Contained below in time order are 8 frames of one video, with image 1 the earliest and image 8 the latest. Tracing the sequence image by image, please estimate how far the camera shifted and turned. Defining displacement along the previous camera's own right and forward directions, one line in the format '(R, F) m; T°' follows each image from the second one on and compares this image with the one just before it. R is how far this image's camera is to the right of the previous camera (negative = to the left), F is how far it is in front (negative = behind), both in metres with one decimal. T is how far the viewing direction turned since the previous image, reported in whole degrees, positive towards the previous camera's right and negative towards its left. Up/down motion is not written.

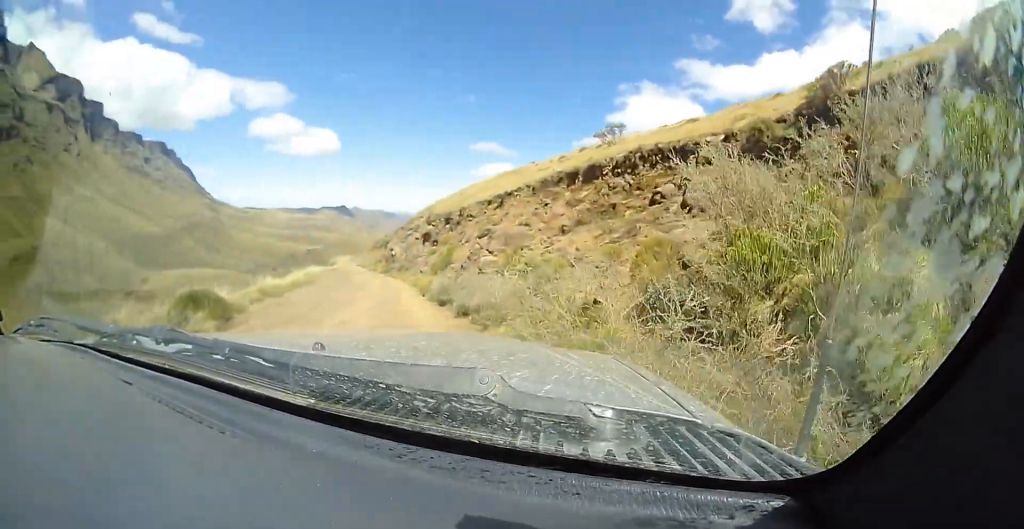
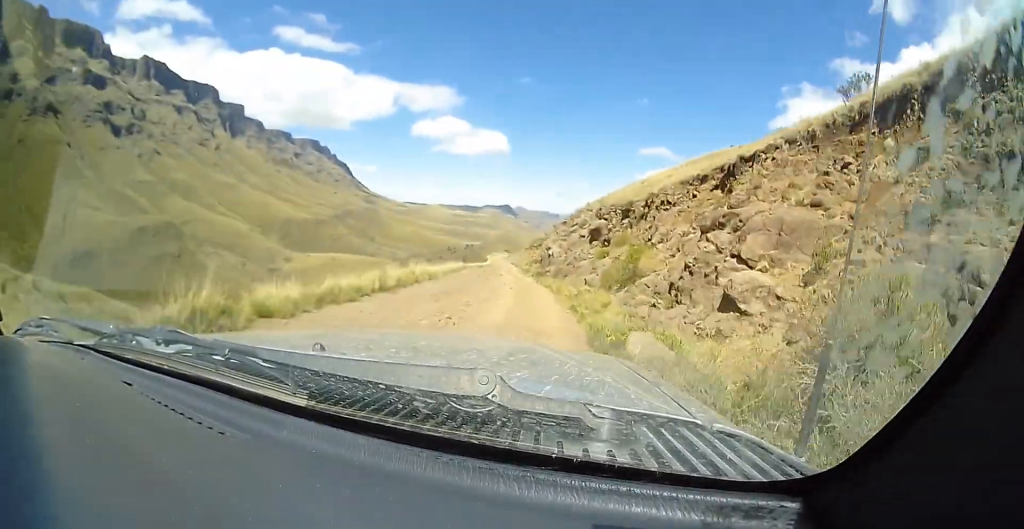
(-1.8, +7.7) m; -13°
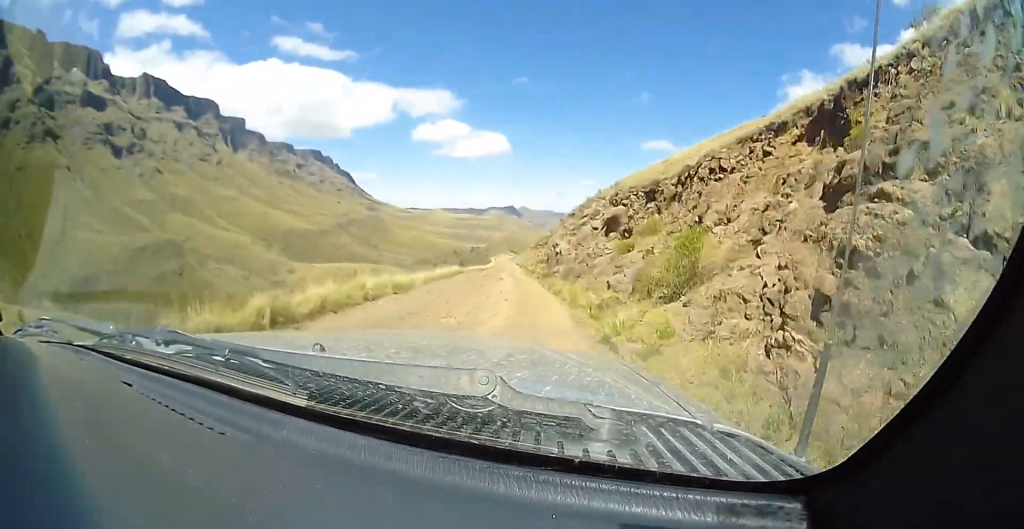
(+0.1, +4.8) m; -2°
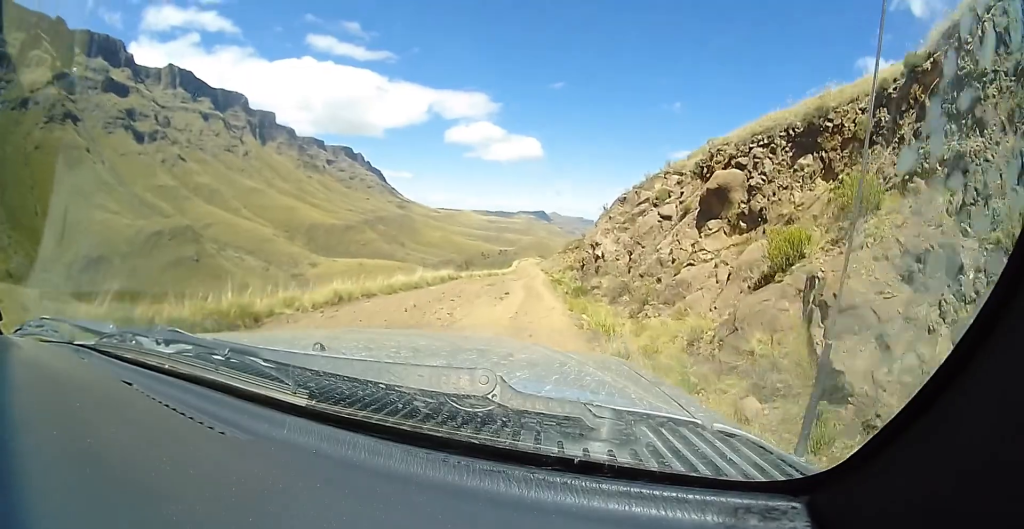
(-0.5, +10.6) m; -4°
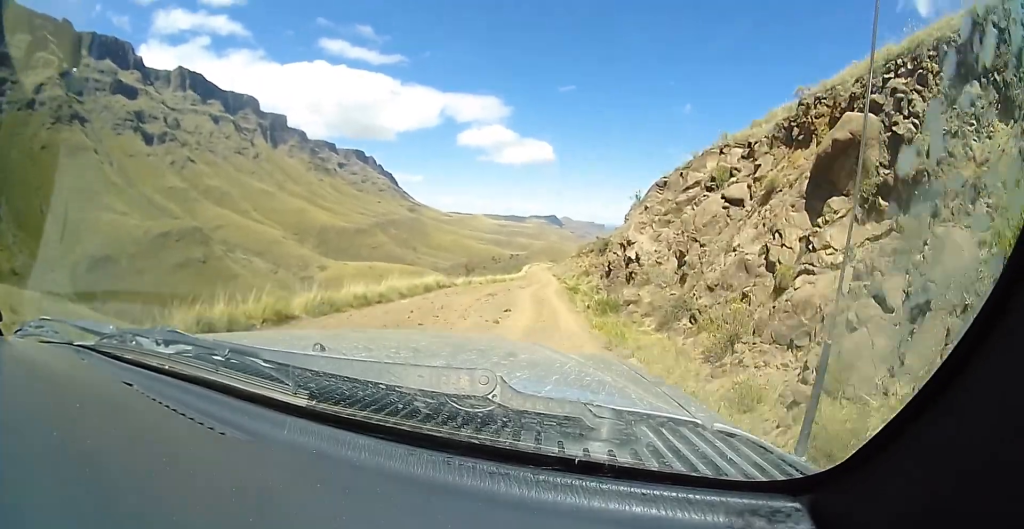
(-0.1, +5.9) m; -2°
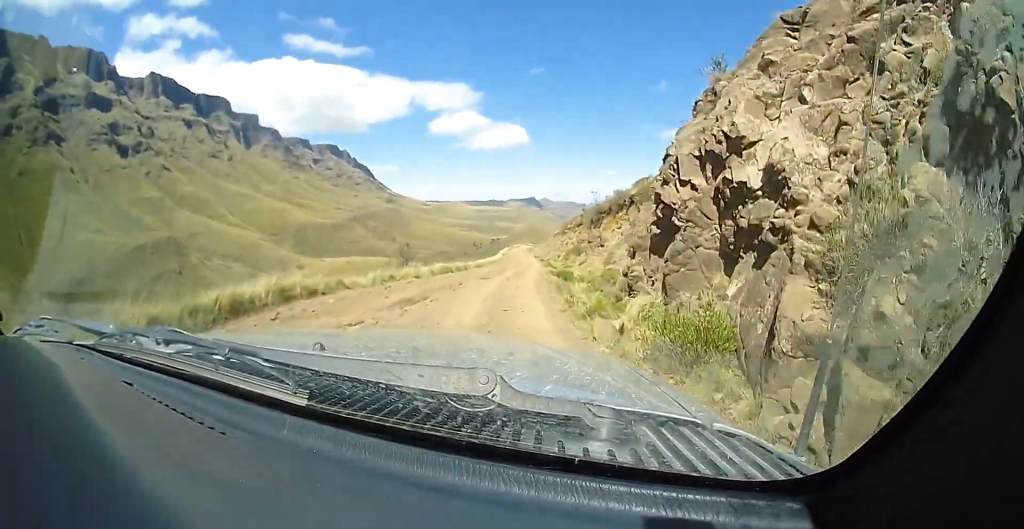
(-0.4, +11.0) m; 0°
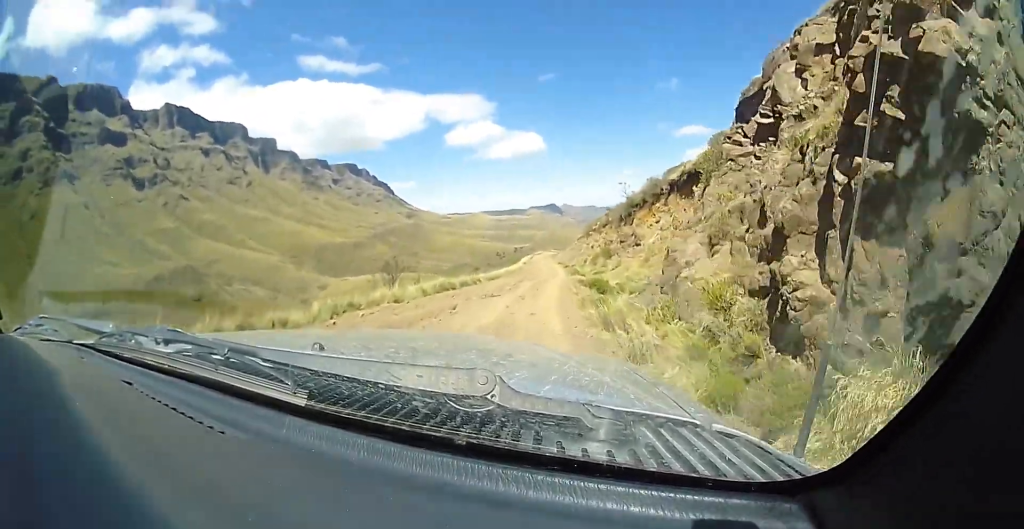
(-0.1, +5.0) m; +2°
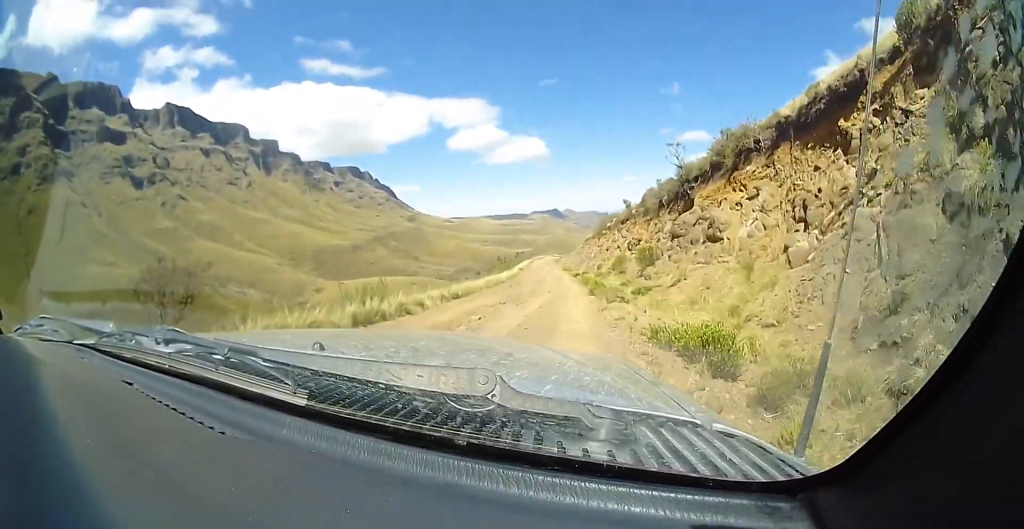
(+1.1, +11.9) m; +4°
